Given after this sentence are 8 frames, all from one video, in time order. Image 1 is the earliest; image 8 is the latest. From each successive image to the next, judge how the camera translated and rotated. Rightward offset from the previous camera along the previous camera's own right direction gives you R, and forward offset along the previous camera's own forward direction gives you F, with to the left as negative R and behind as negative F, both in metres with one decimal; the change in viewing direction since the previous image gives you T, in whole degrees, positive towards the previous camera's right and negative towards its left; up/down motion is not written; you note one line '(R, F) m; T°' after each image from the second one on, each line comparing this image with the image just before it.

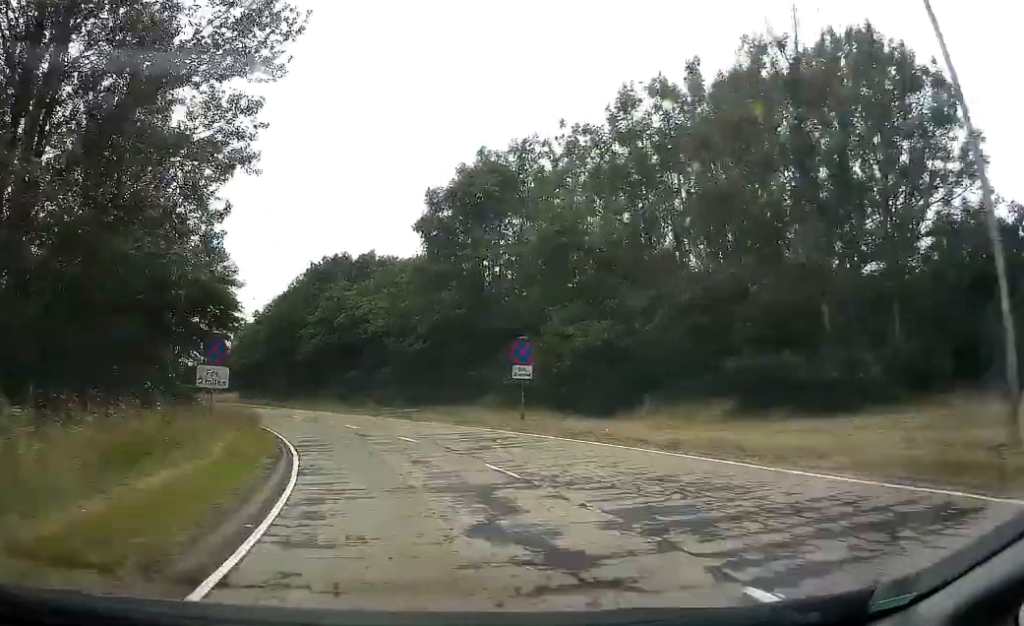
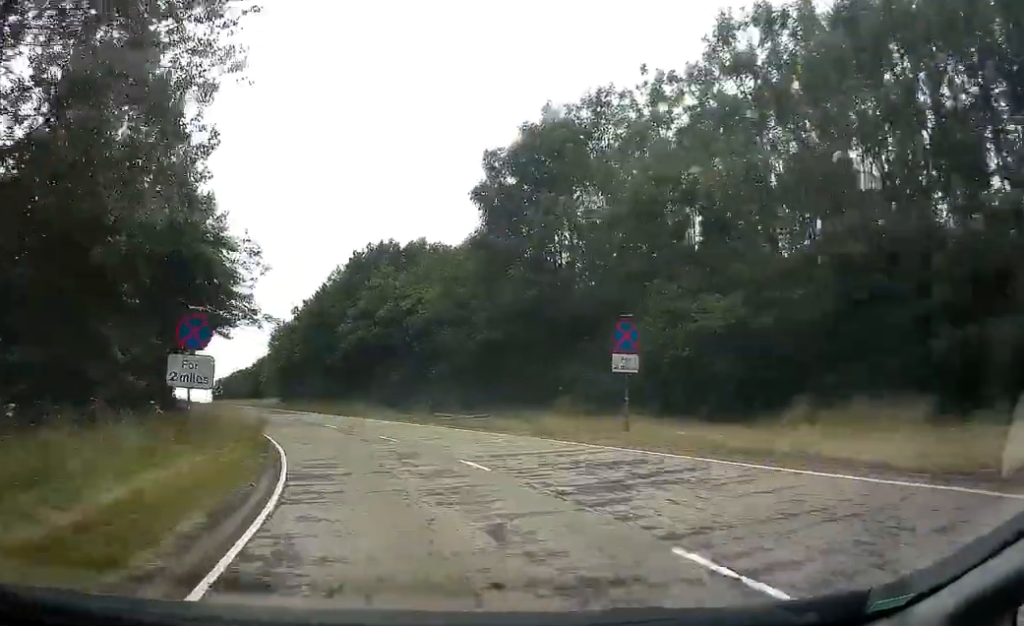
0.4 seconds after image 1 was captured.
(-0.1, +7.9) m; -2°
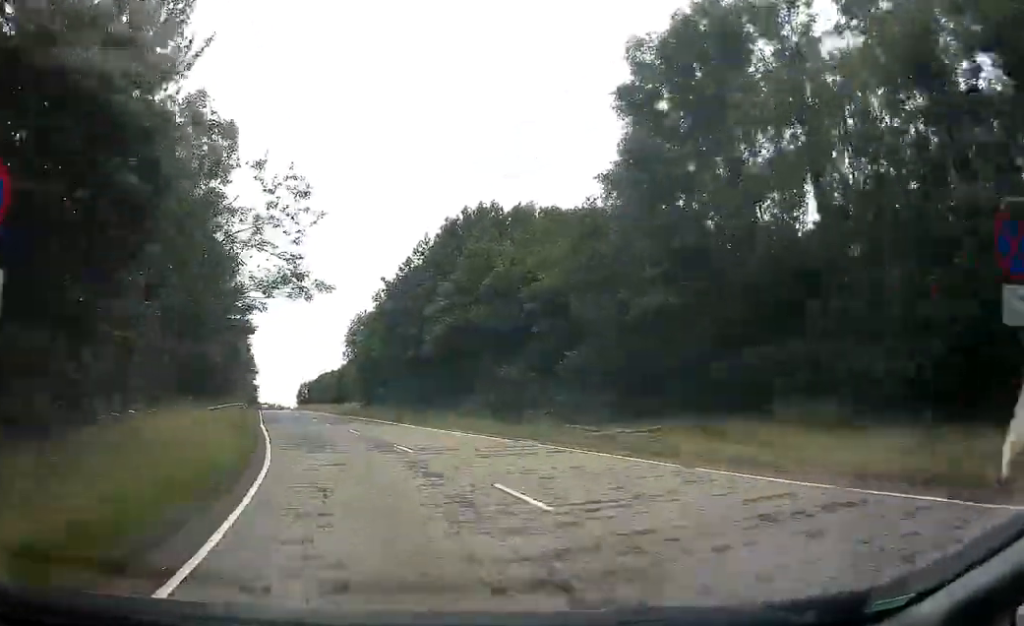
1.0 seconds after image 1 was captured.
(-0.5, +12.7) m; -5°
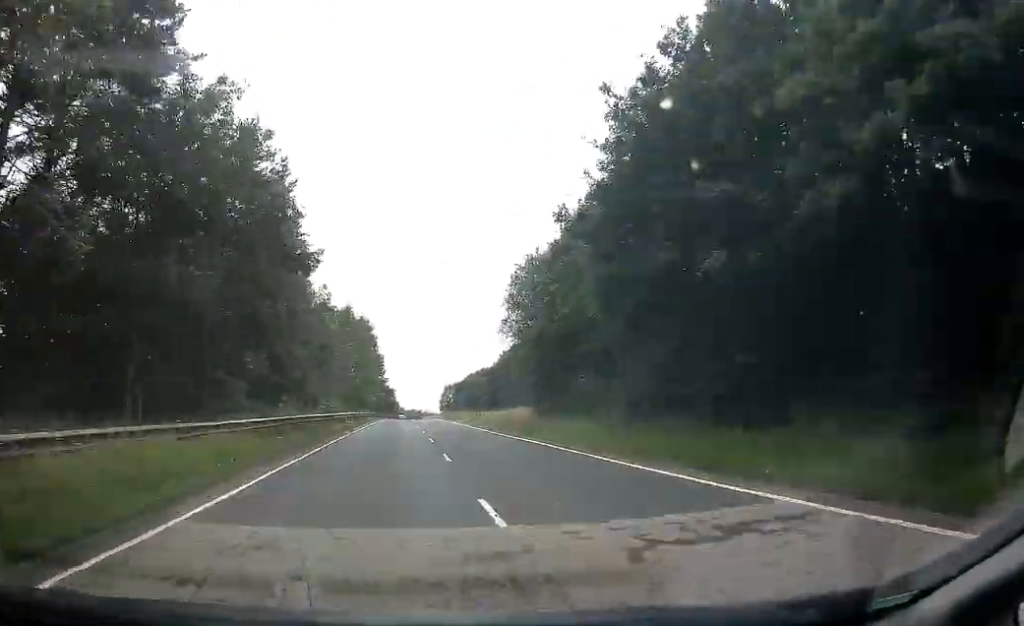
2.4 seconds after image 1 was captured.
(-2.5, +27.2) m; -10°
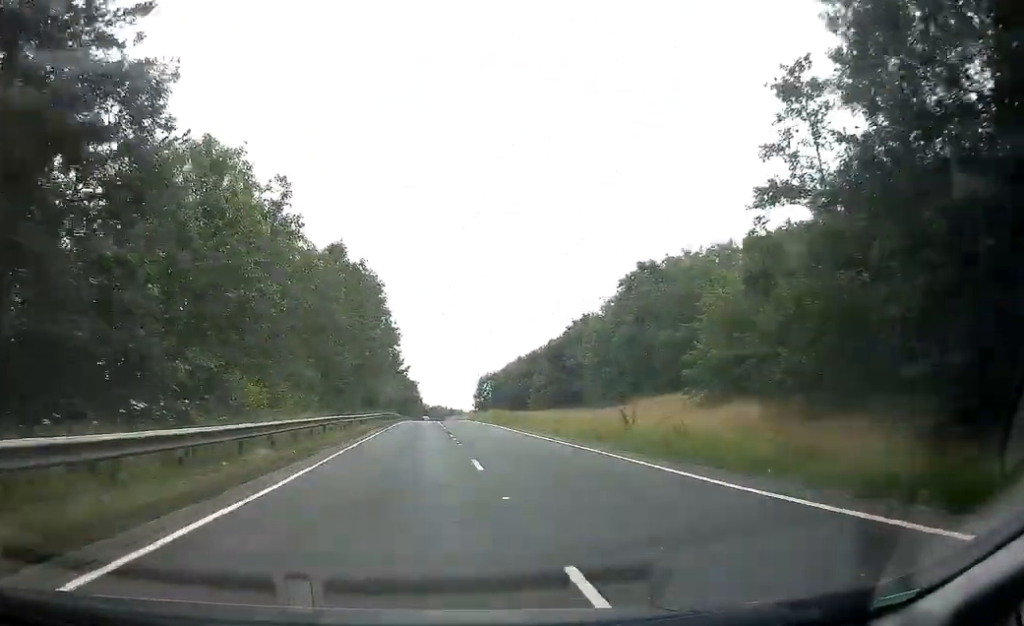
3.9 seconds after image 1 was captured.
(-1.9, +31.0) m; -5°
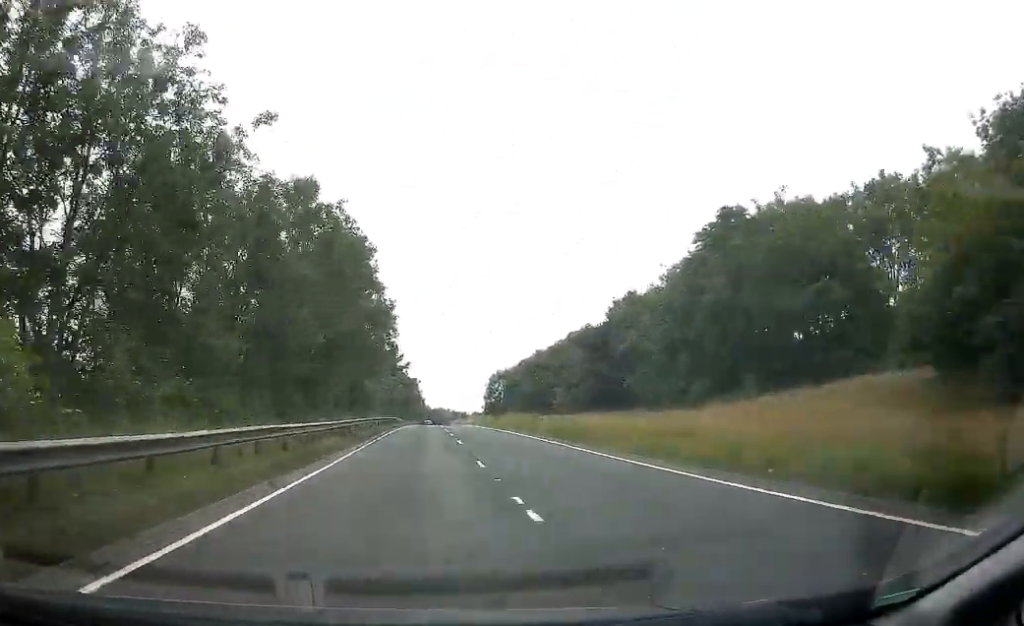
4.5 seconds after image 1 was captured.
(-0.1, +14.2) m; -1°
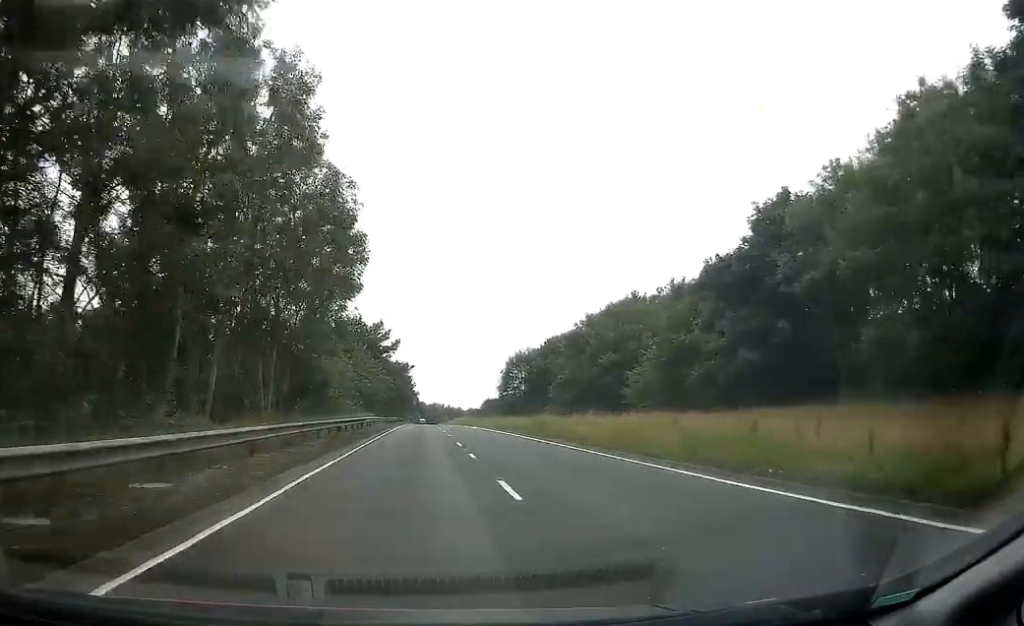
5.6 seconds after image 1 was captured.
(-0.4, +26.1) m; -2°
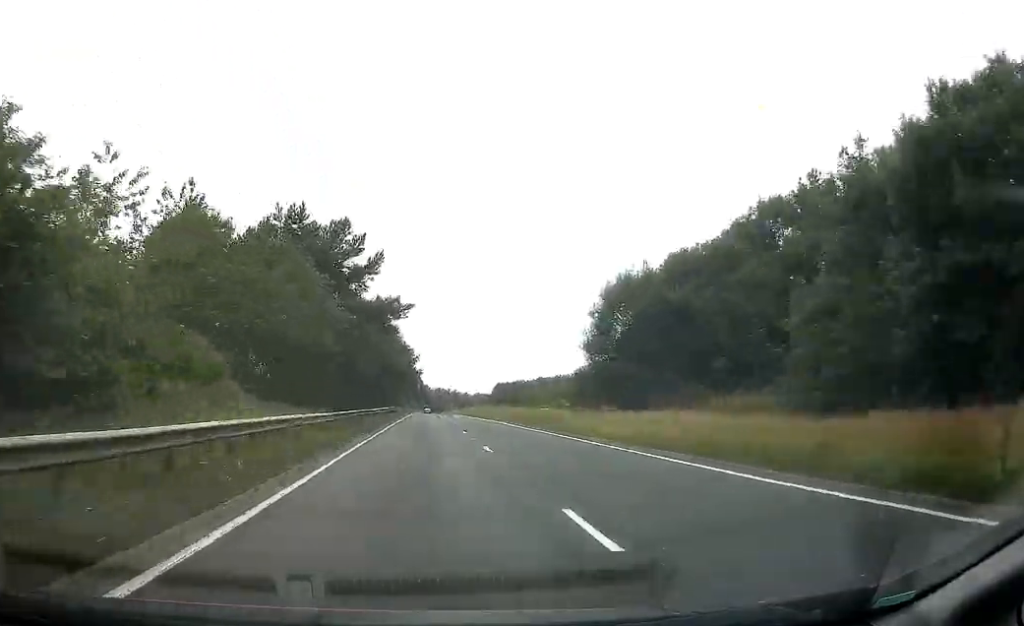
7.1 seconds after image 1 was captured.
(-0.4, +37.8) m; 0°
